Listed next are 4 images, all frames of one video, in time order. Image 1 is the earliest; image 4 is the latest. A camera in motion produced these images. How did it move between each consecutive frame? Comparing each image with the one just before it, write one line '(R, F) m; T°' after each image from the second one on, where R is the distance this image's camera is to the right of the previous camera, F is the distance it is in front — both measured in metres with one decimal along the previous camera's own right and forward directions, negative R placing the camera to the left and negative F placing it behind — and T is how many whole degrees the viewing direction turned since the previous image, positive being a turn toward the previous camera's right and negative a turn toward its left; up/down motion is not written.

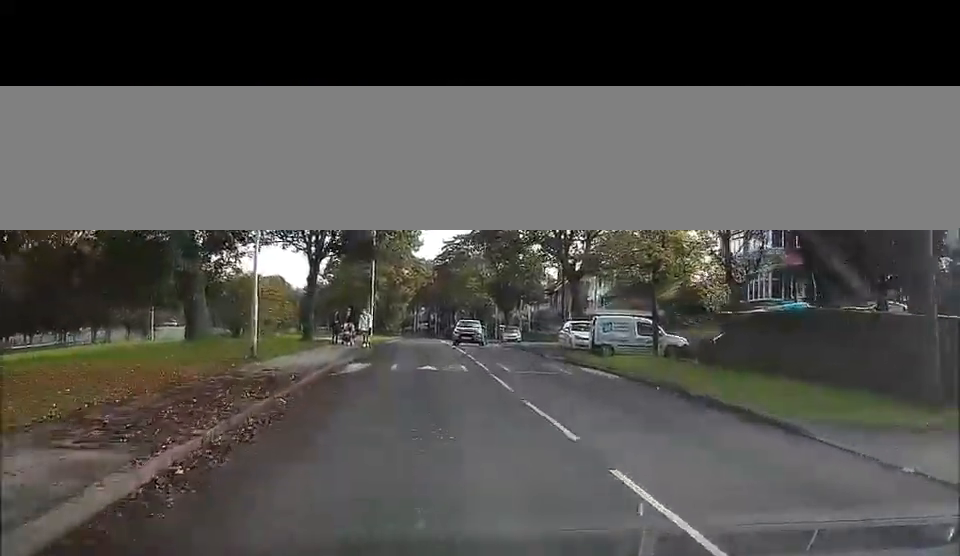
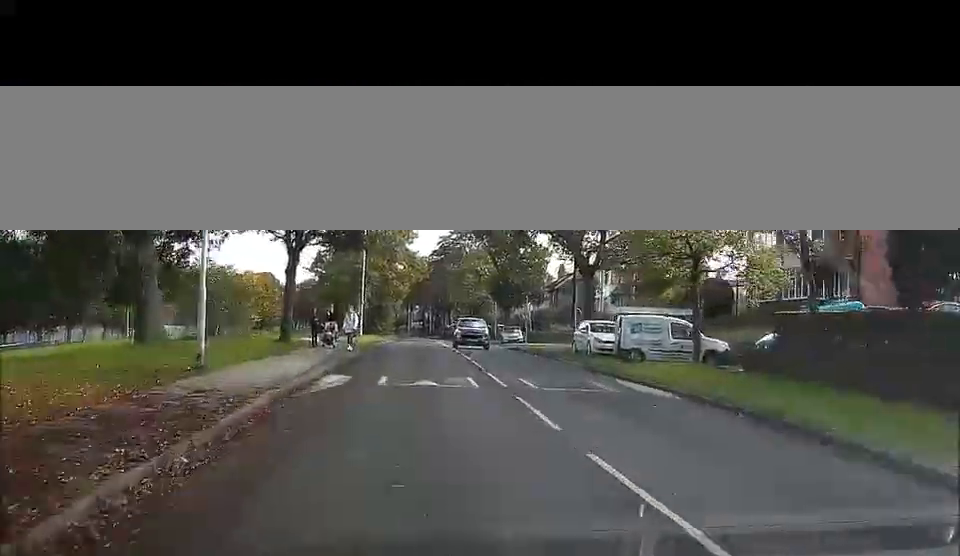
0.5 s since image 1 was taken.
(-0.1, +5.0) m; 0°
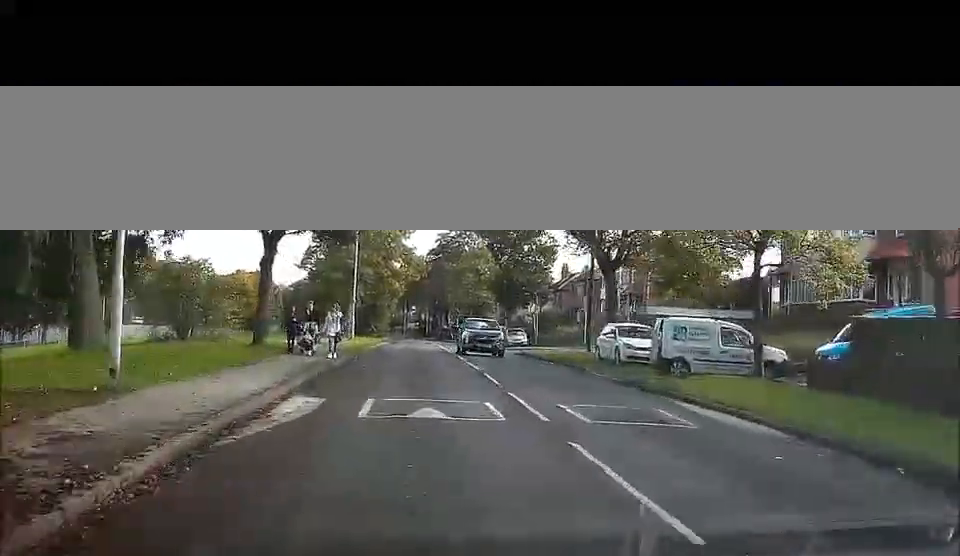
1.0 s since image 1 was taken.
(+0.1, +4.8) m; +1°
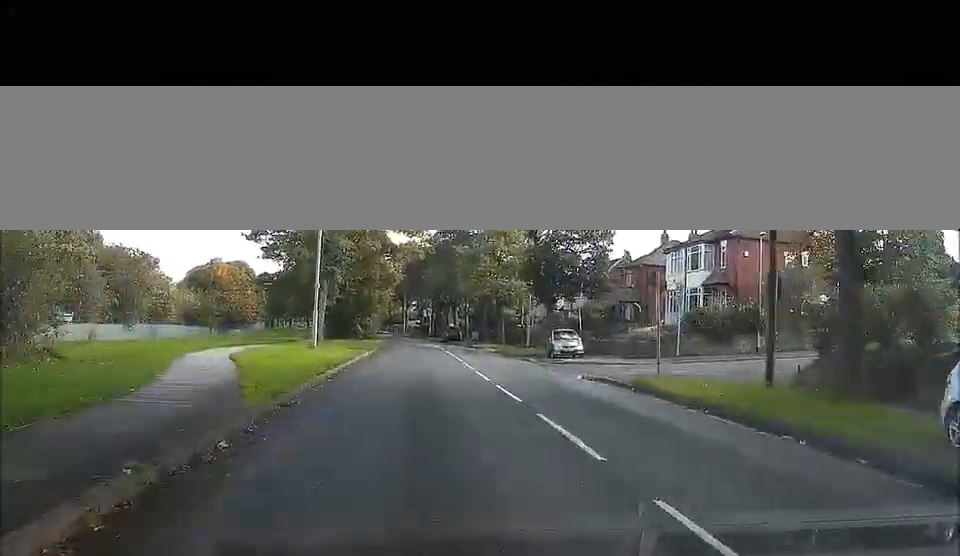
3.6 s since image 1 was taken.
(+0.9, +20.9) m; +5°
